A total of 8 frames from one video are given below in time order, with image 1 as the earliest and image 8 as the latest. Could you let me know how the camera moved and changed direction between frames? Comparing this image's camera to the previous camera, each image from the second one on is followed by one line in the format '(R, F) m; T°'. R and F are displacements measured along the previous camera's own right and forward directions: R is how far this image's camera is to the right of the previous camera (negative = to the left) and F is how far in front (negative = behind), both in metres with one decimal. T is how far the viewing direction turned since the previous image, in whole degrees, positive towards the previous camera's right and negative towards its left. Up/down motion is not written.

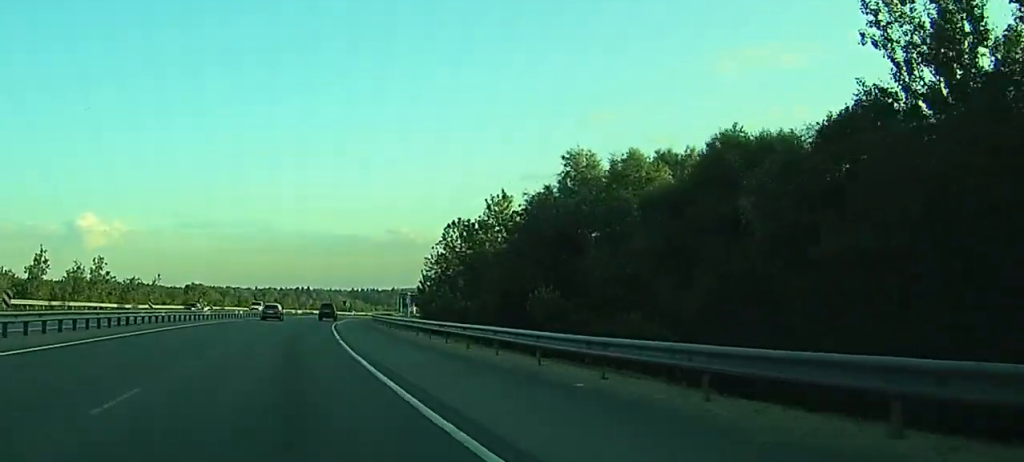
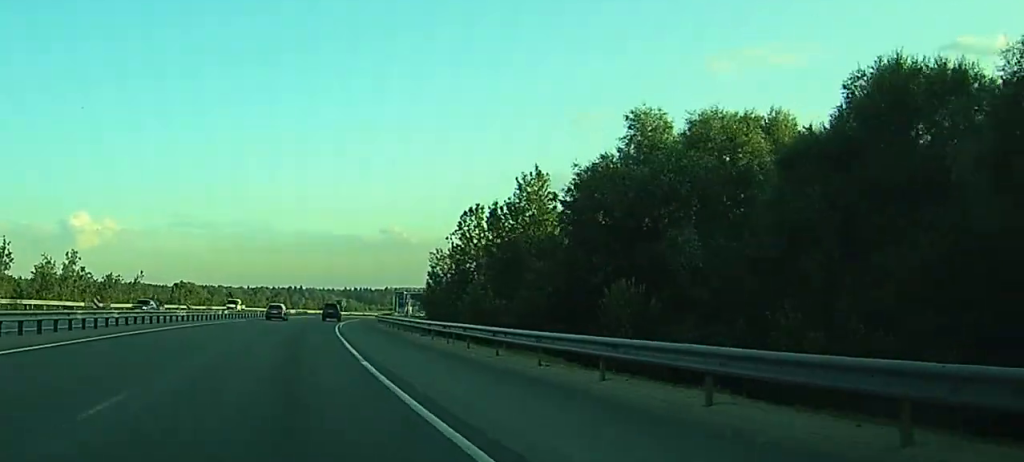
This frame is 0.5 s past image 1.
(+0.1, +12.2) m; +1°
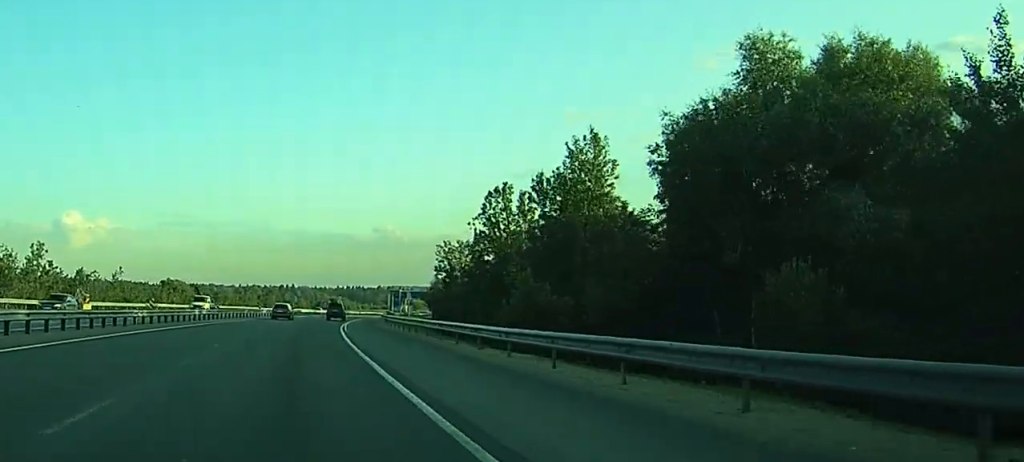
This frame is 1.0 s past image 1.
(0.0, +13.0) m; +1°
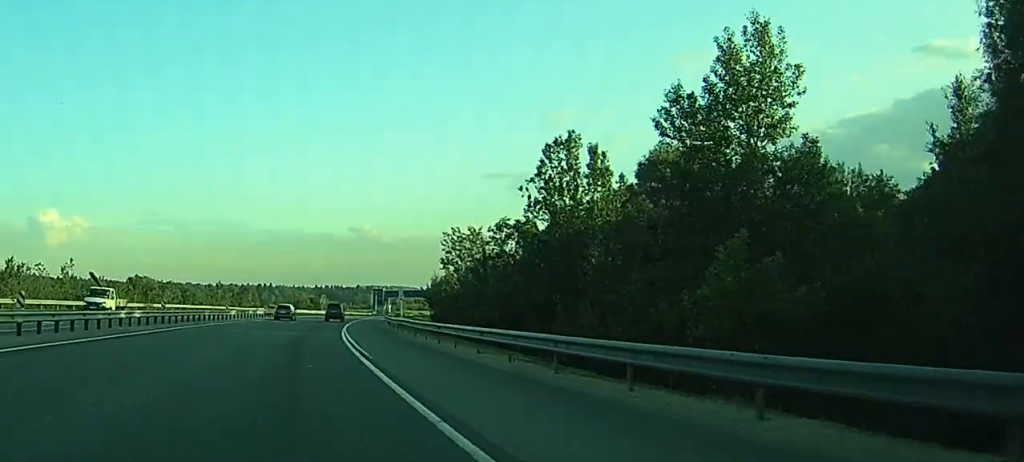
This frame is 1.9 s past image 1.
(+0.2, +20.3) m; +1°
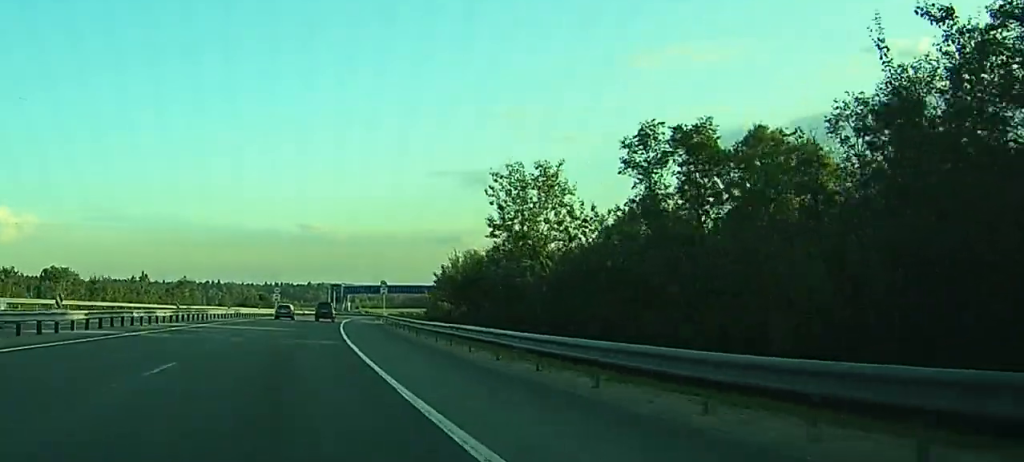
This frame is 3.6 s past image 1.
(+1.3, +42.9) m; +3°
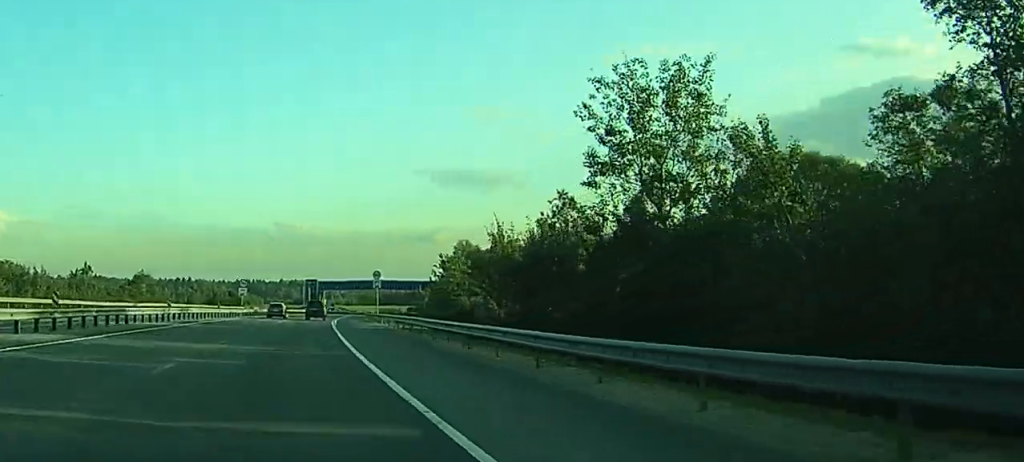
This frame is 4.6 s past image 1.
(+0.3, +23.6) m; +1°
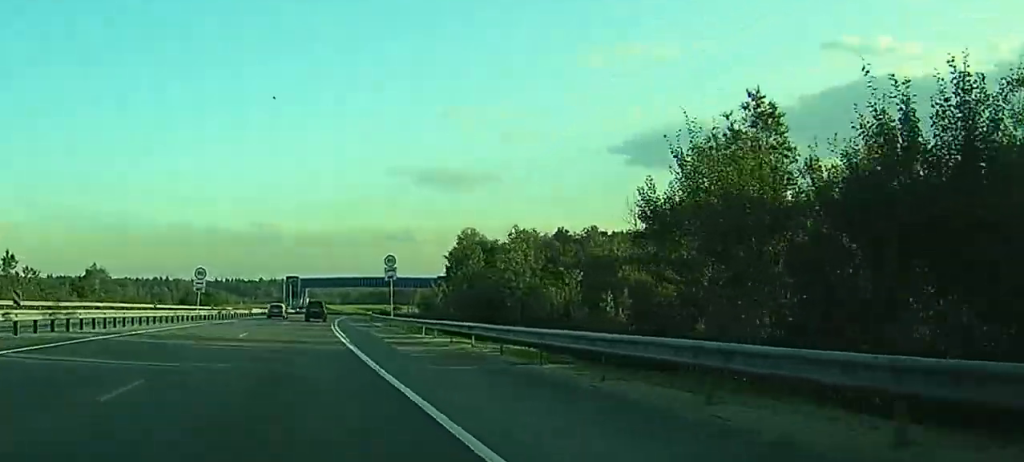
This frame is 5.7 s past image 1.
(0.0, +27.8) m; 0°
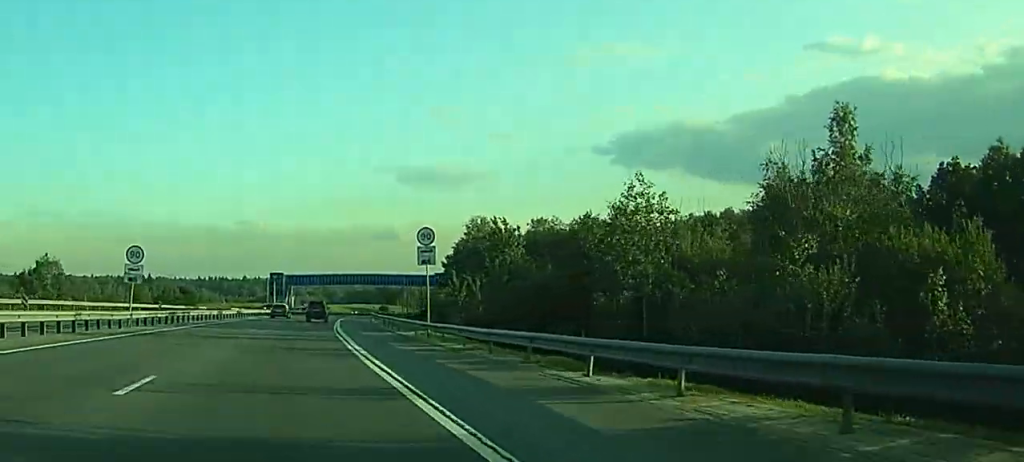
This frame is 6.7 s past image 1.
(0.0, +23.0) m; +1°
